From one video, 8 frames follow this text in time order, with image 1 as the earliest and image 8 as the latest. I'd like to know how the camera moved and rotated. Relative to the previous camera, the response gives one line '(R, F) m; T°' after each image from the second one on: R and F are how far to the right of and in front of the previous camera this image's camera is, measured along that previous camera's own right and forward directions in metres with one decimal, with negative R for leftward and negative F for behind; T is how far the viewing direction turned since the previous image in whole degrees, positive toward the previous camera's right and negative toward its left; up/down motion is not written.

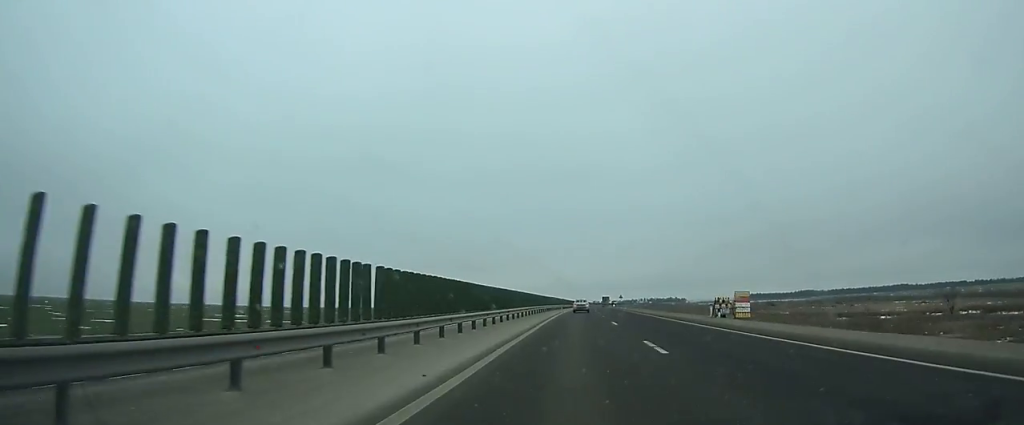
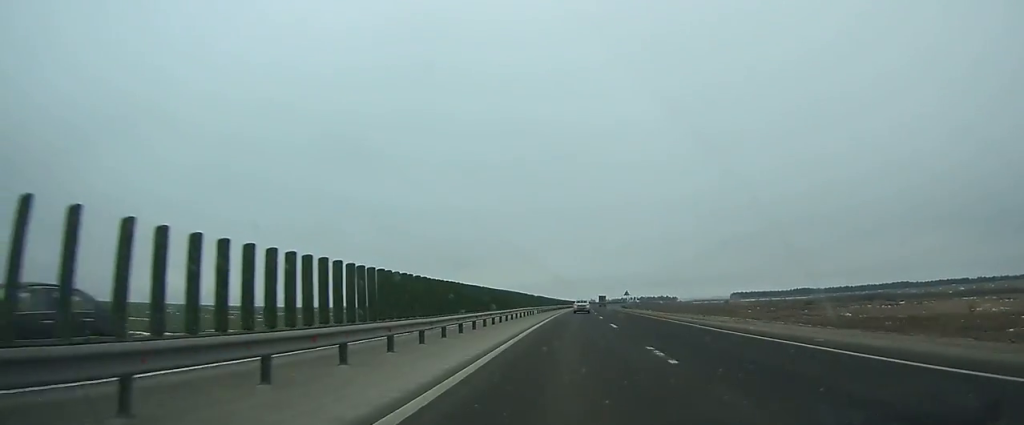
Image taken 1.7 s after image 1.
(+0.2, +49.6) m; +1°
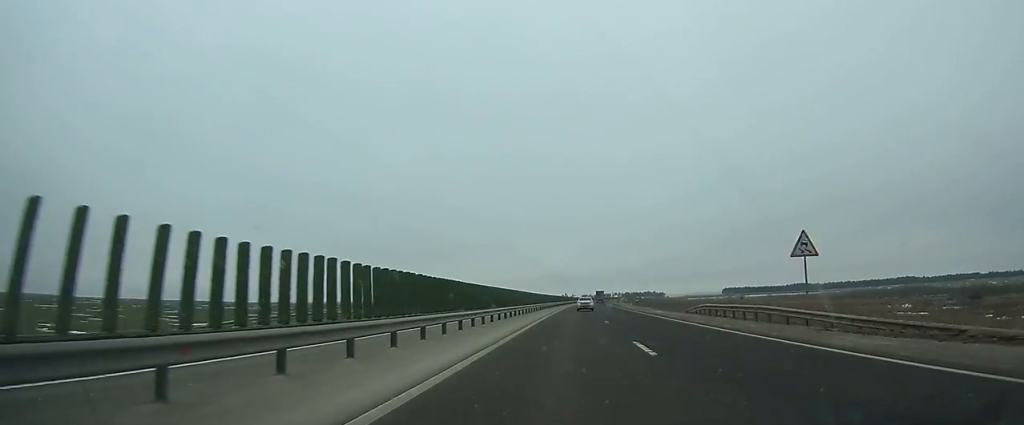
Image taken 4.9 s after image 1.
(+1.6, +94.9) m; +2°
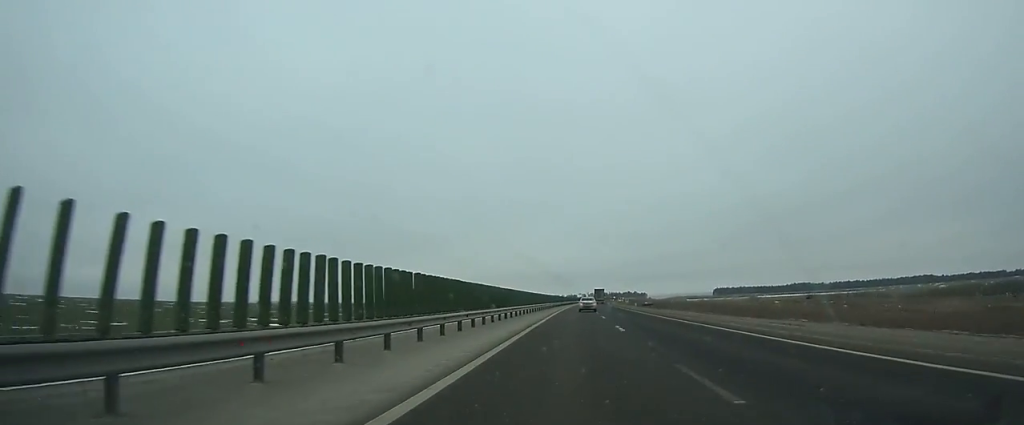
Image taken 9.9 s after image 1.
(+3.7, +150.8) m; +3°
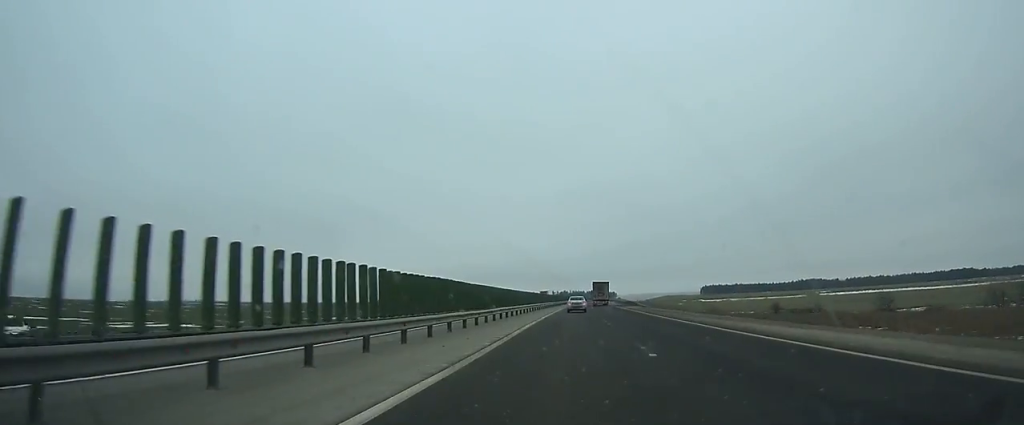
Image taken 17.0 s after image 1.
(+8.6, +217.7) m; +4°
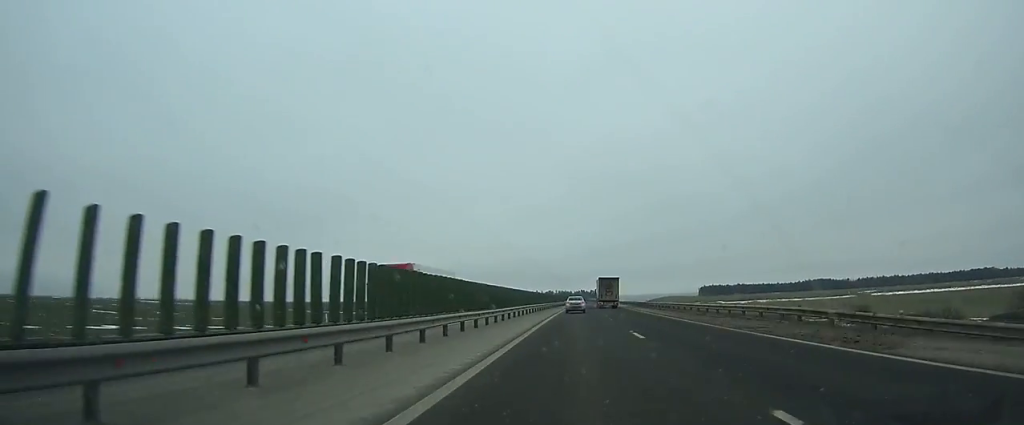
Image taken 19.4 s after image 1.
(+0.3, +74.1) m; +1°
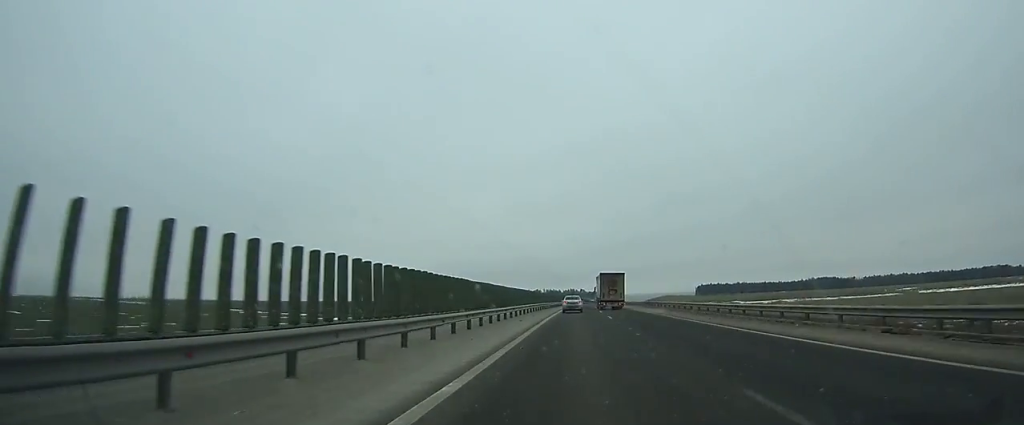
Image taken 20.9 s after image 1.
(+0.7, +46.3) m; +1°
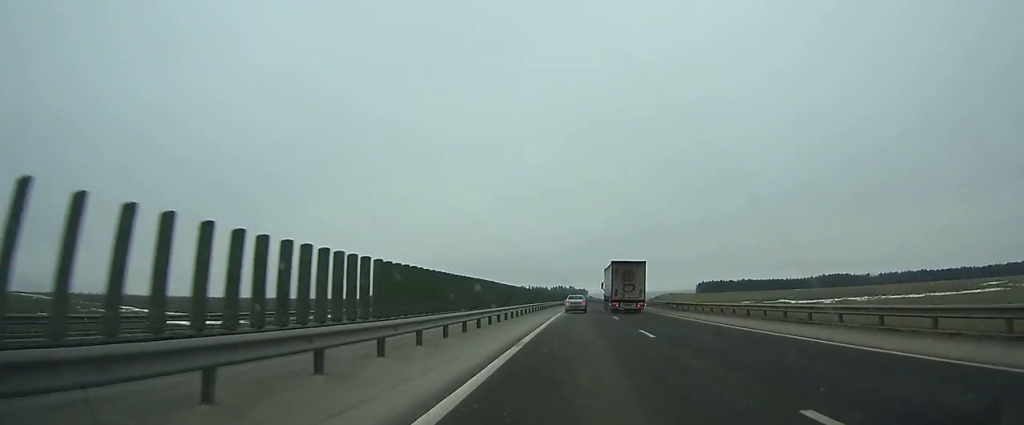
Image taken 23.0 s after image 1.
(+0.6, +64.8) m; +1°
